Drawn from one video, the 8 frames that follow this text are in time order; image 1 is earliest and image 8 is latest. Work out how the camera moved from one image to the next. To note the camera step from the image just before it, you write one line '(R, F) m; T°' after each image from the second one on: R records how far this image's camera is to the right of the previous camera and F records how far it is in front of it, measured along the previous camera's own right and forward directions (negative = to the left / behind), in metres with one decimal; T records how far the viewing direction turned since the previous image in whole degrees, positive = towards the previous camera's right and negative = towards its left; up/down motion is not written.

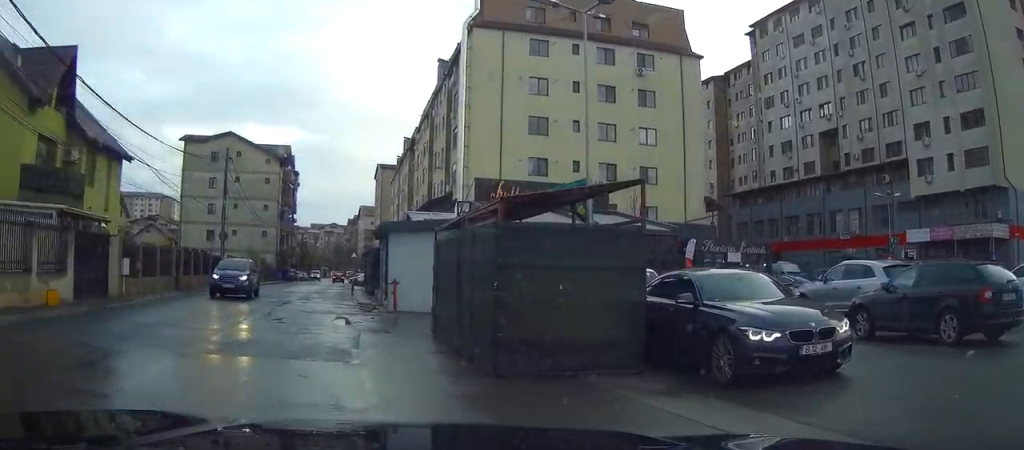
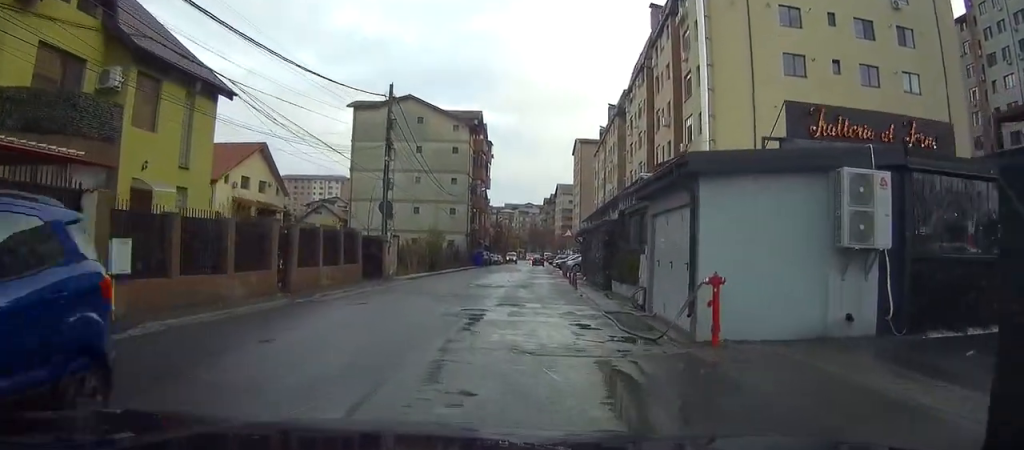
(-3.9, +11.6) m; -23°
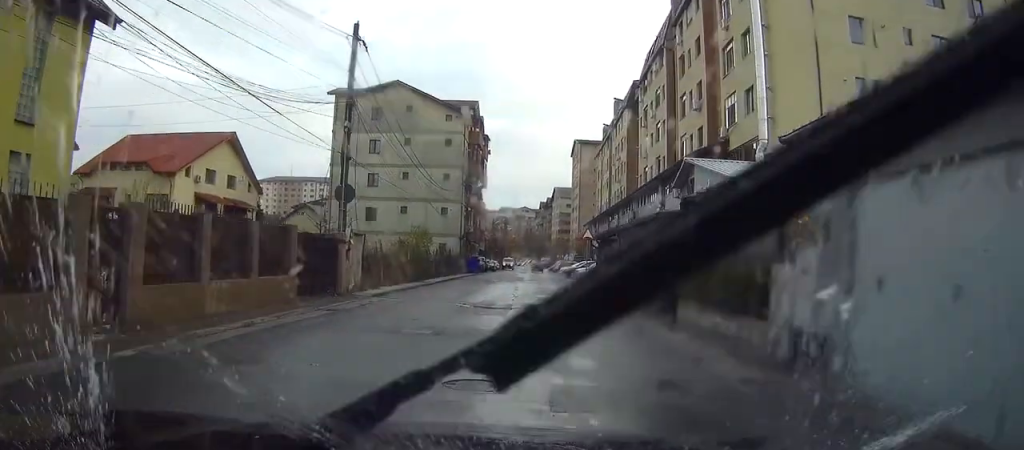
(+0.4, +9.0) m; +6°
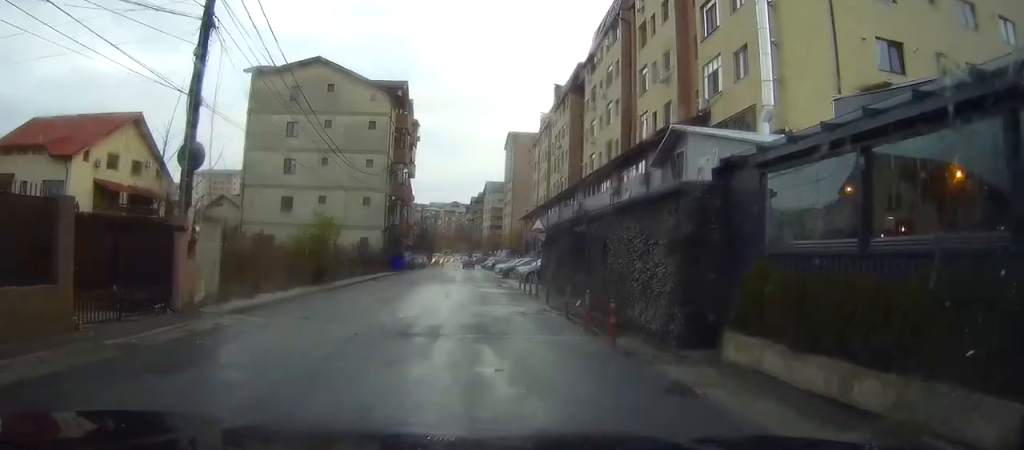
(+0.4, +8.0) m; +5°
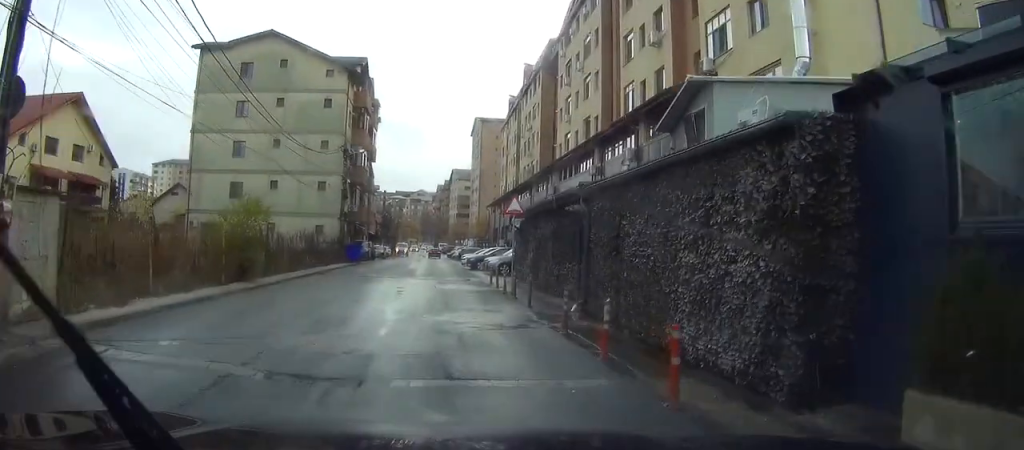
(+0.2, +6.1) m; +3°
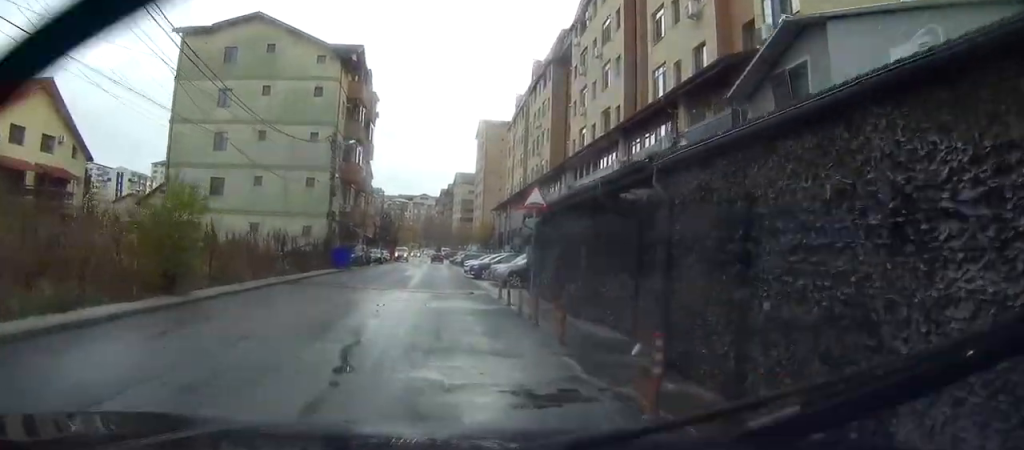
(+0.1, +6.0) m; +1°
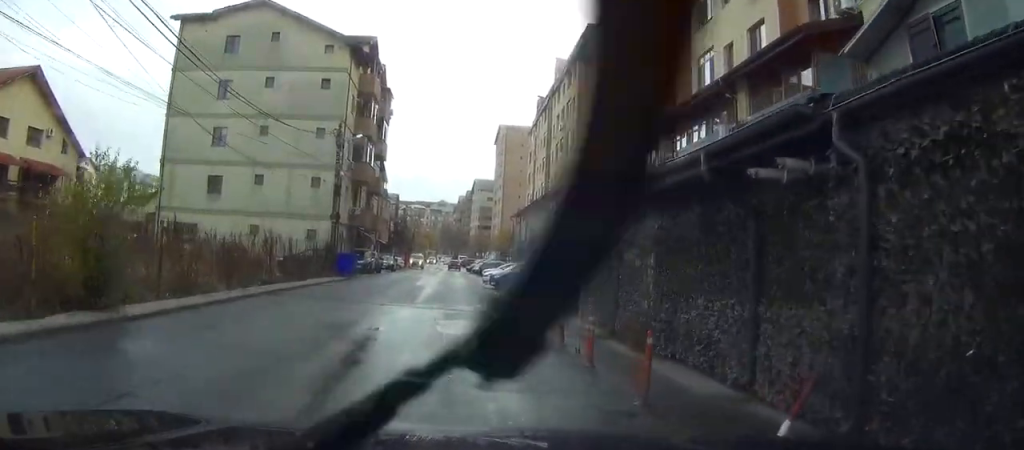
(0.0, +4.4) m; 0°
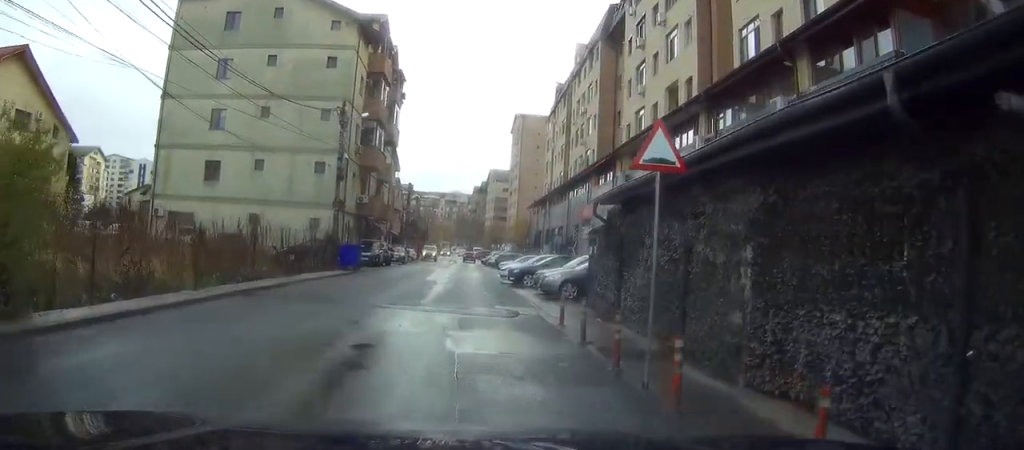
(0.0, +3.5) m; -1°
